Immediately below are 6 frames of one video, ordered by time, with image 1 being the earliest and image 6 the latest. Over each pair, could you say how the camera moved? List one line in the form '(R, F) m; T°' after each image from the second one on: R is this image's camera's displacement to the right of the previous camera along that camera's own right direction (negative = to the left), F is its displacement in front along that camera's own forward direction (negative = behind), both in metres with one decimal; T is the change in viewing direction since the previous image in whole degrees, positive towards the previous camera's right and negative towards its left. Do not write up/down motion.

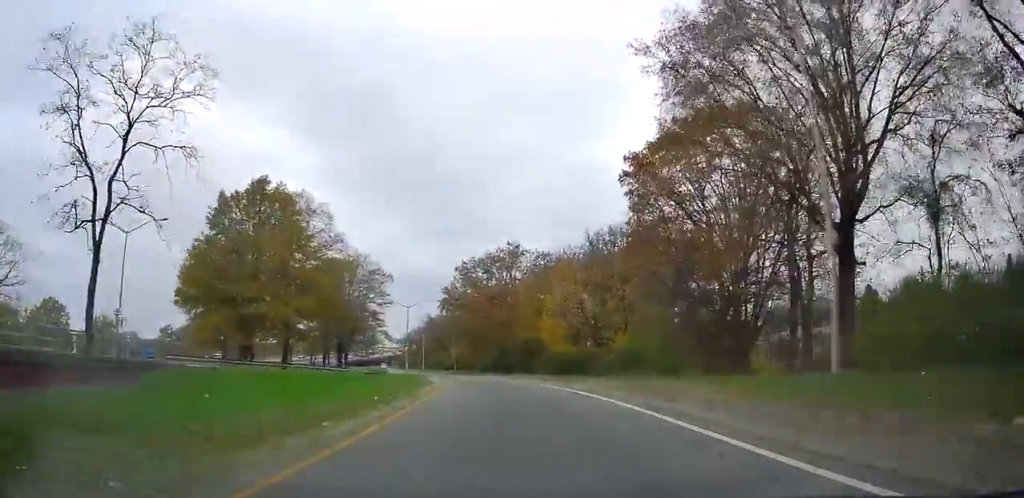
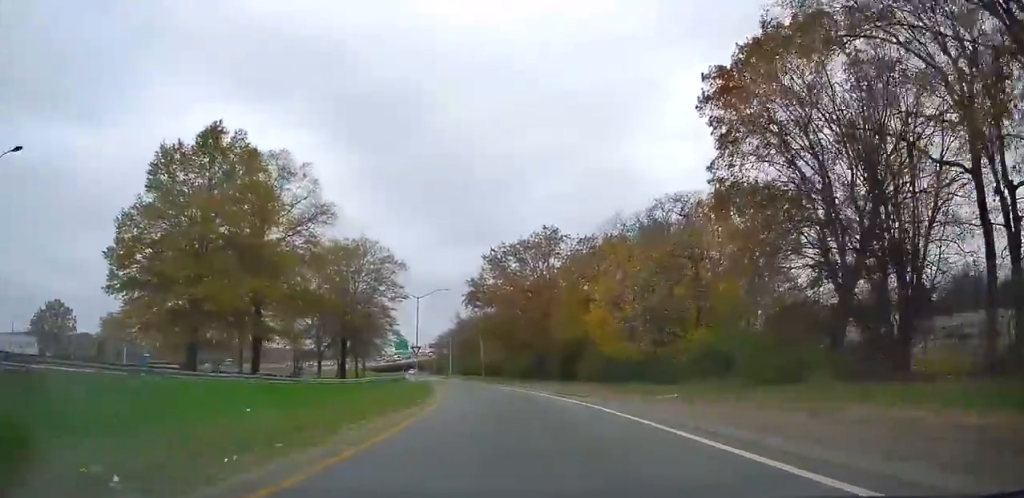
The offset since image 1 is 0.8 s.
(-0.6, +14.5) m; -5°
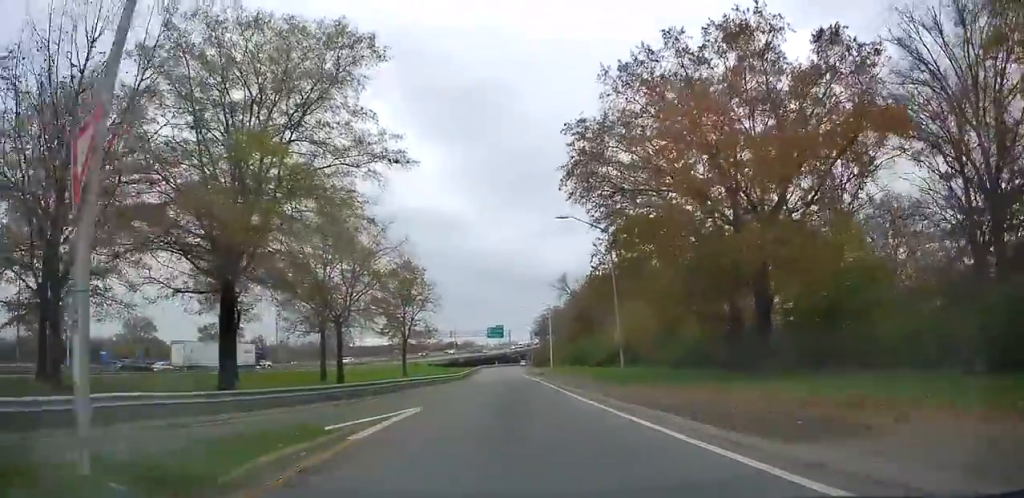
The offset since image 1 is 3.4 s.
(-5.6, +49.6) m; -13°
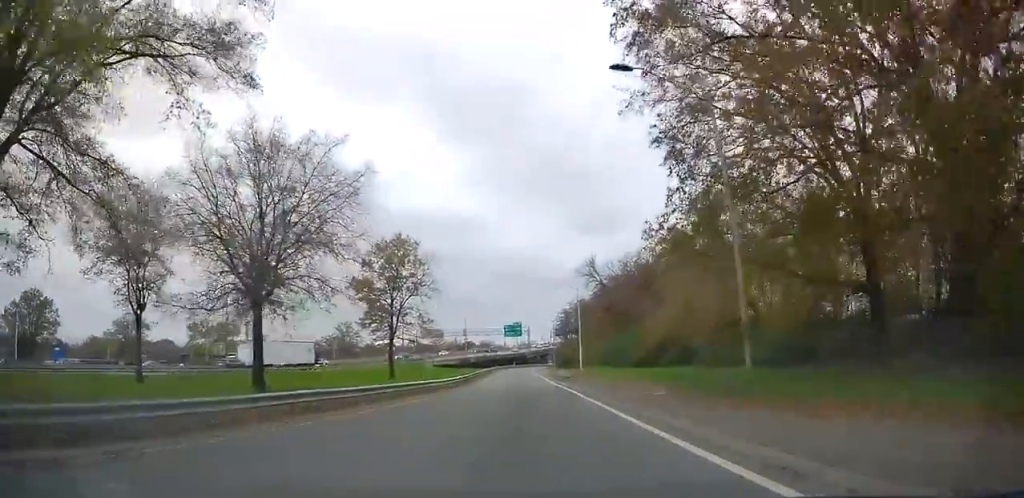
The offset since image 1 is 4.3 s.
(-0.9, +16.4) m; -4°
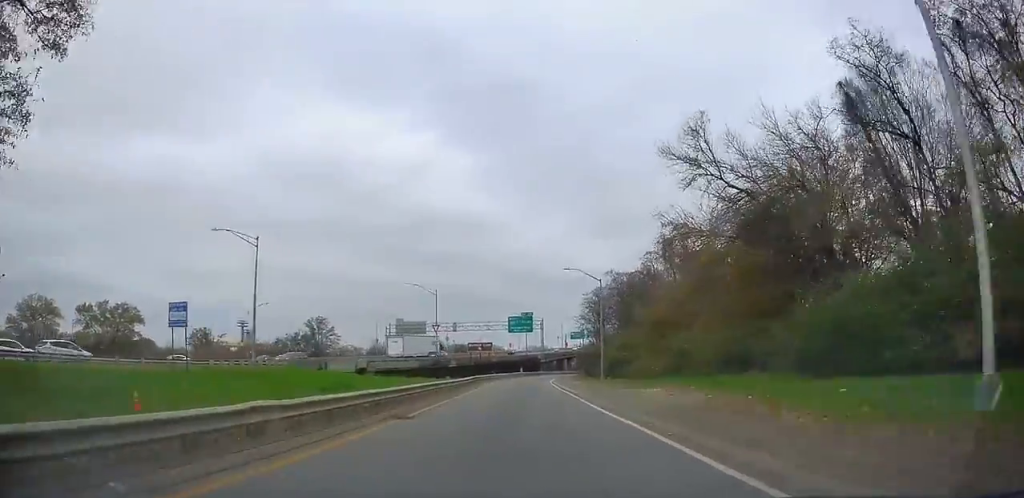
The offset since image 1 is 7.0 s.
(-2.4, +51.9) m; -4°
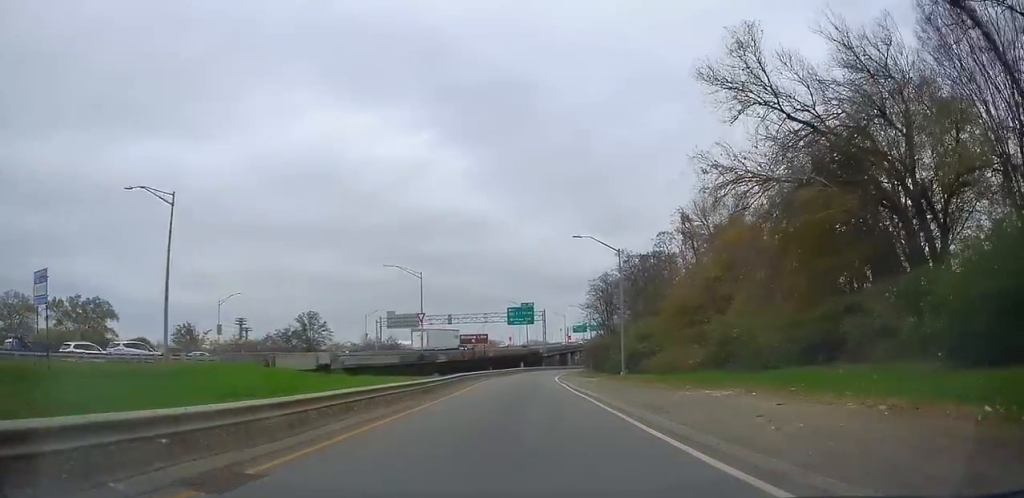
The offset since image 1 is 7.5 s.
(0.0, +9.9) m; 0°
